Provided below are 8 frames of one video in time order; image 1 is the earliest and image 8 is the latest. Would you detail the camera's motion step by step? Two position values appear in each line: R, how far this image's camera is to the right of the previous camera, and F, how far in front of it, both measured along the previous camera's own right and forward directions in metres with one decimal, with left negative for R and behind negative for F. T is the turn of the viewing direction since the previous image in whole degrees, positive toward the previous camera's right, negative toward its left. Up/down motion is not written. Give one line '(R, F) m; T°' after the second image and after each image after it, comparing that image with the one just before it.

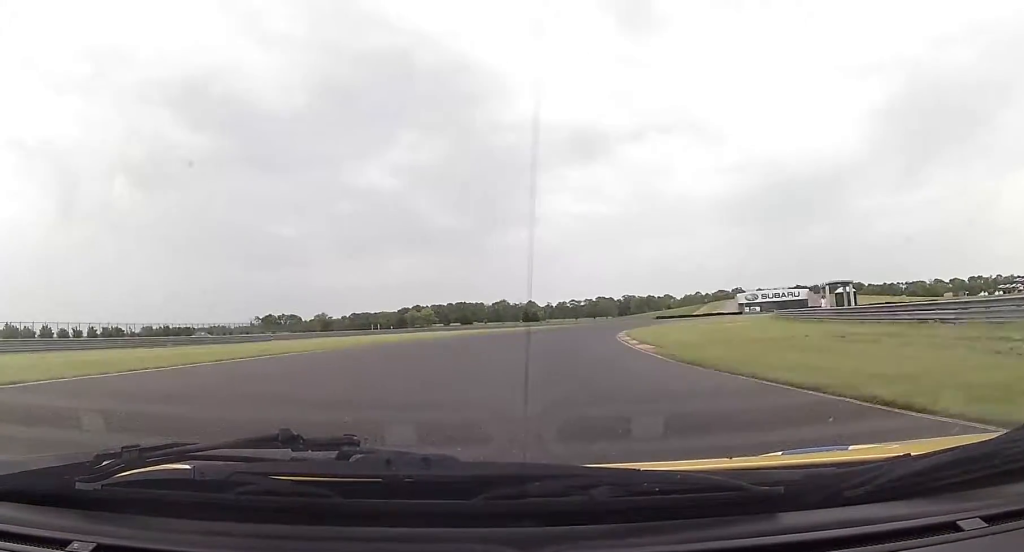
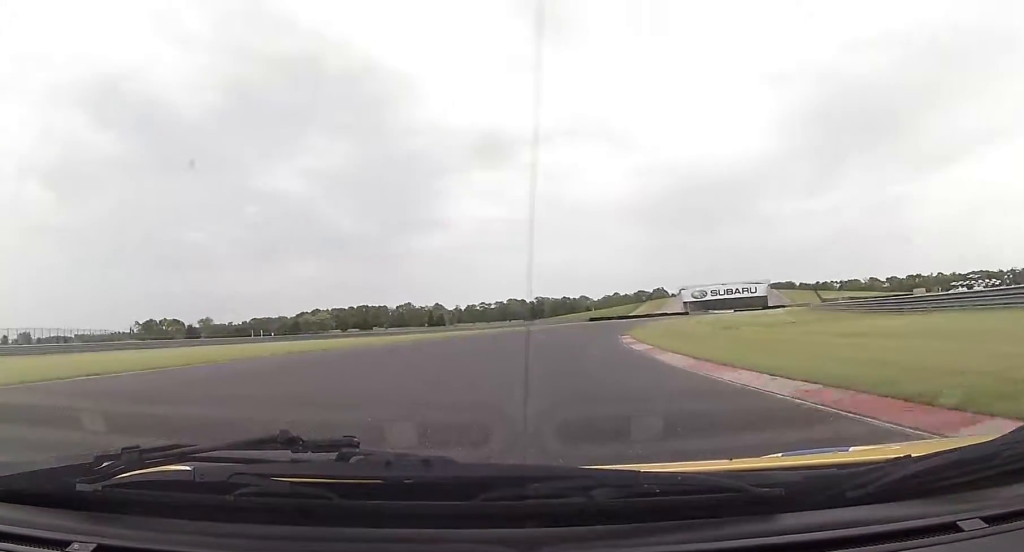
(+1.9, +38.3) m; +7°
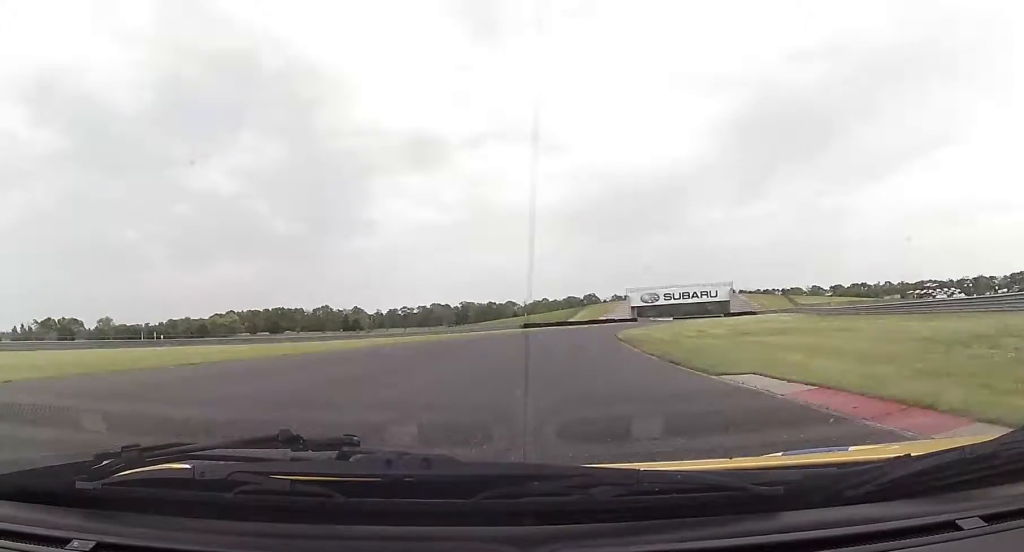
(+1.9, +28.1) m; +6°
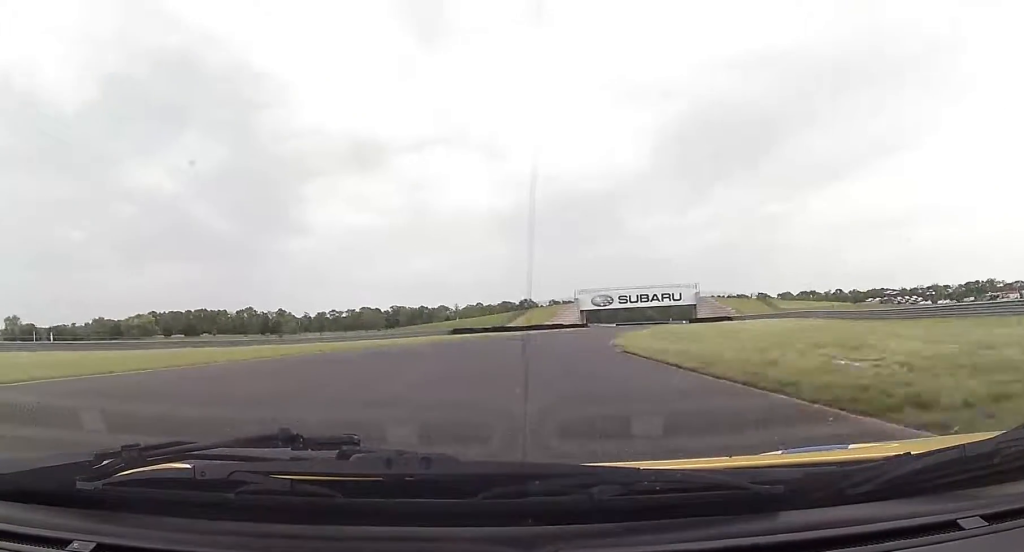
(+1.2, +24.5) m; +6°
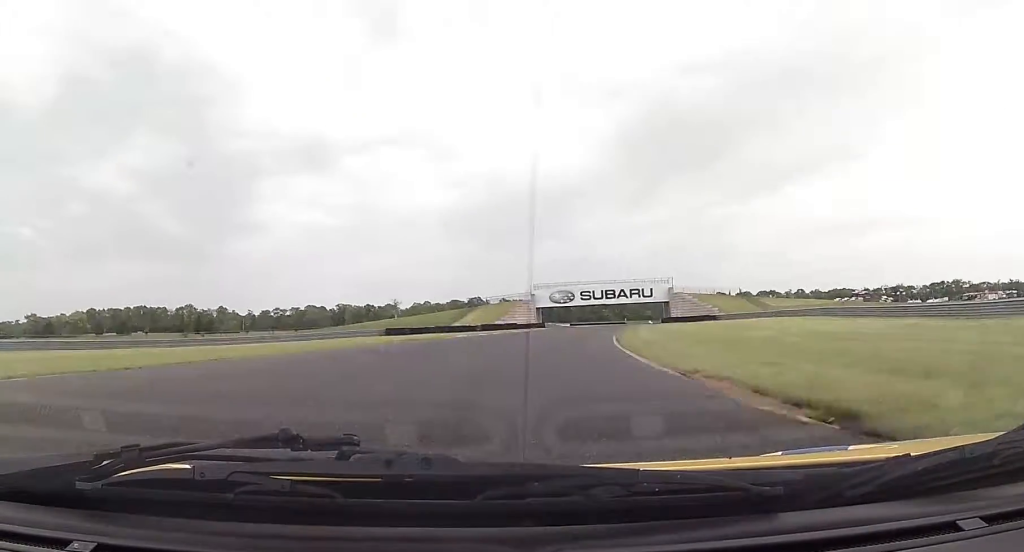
(+0.7, +18.4) m; +4°
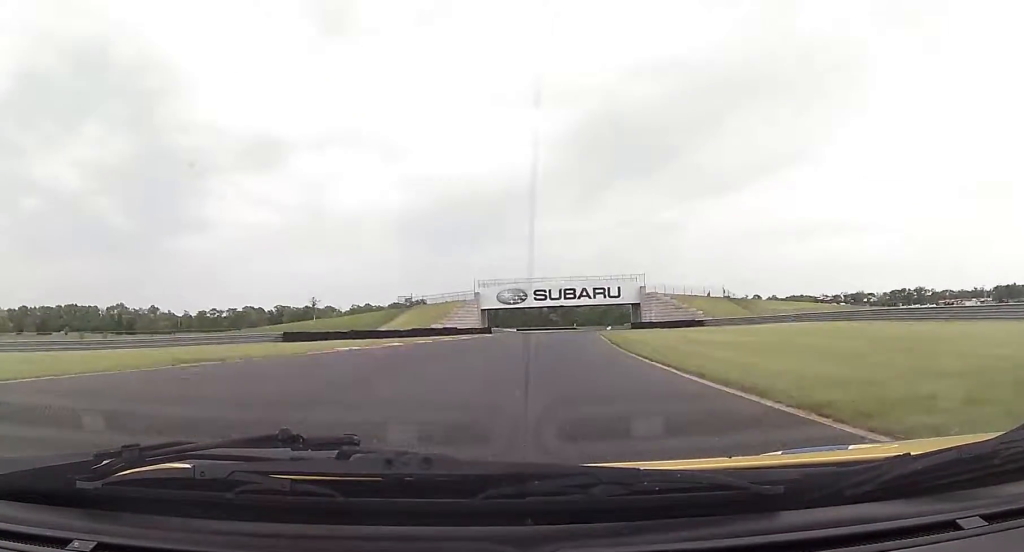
(+1.0, +21.1) m; +5°
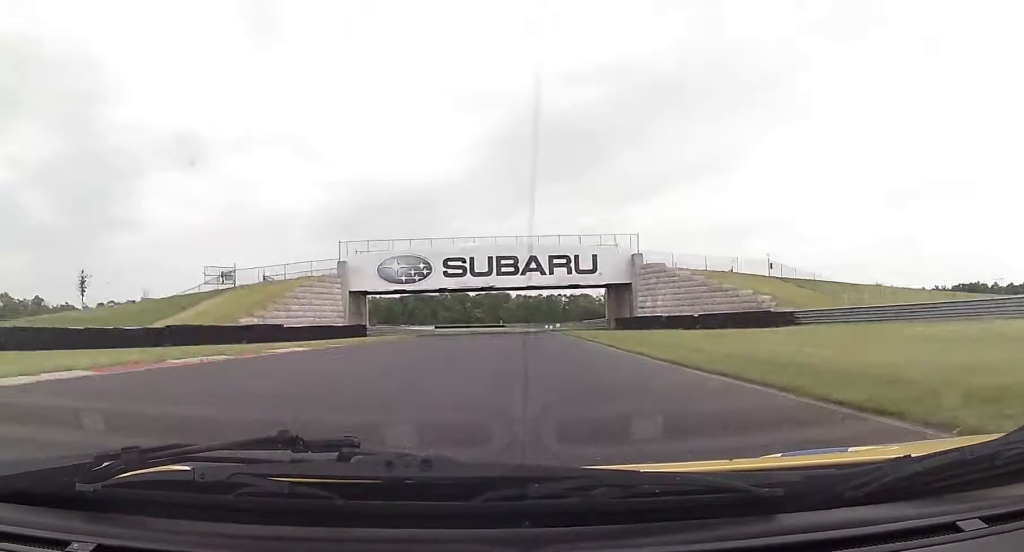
(+4.1, +46.8) m; +8°
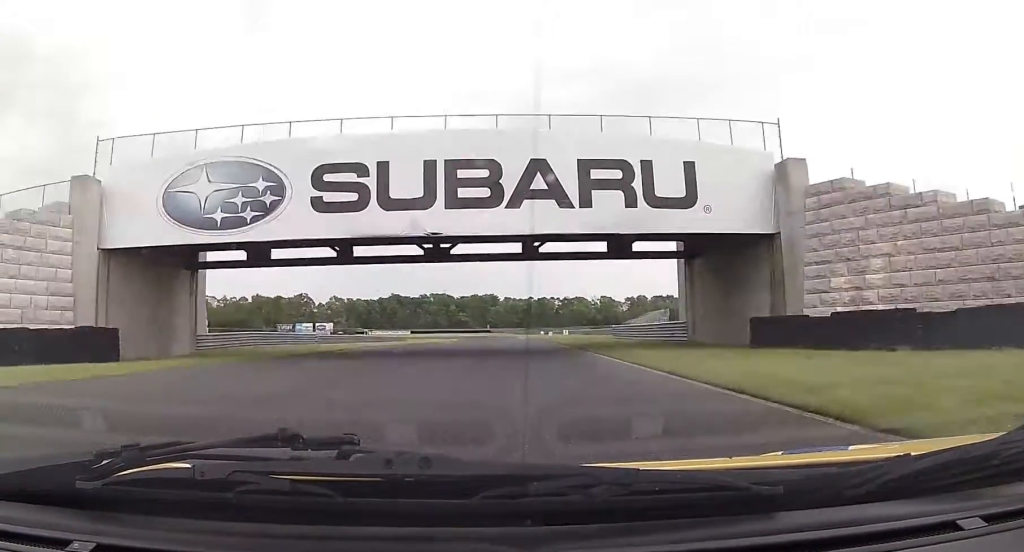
(+1.4, +36.6) m; +3°
